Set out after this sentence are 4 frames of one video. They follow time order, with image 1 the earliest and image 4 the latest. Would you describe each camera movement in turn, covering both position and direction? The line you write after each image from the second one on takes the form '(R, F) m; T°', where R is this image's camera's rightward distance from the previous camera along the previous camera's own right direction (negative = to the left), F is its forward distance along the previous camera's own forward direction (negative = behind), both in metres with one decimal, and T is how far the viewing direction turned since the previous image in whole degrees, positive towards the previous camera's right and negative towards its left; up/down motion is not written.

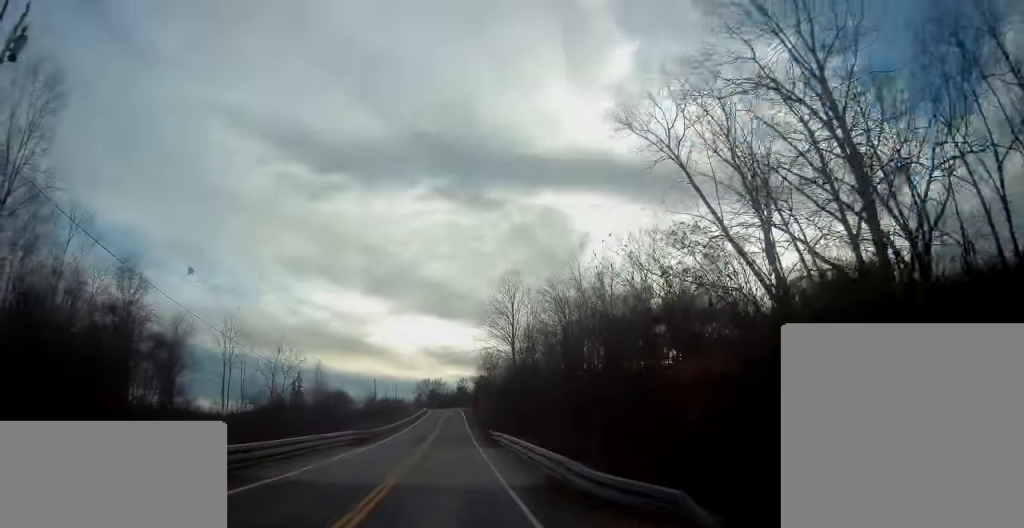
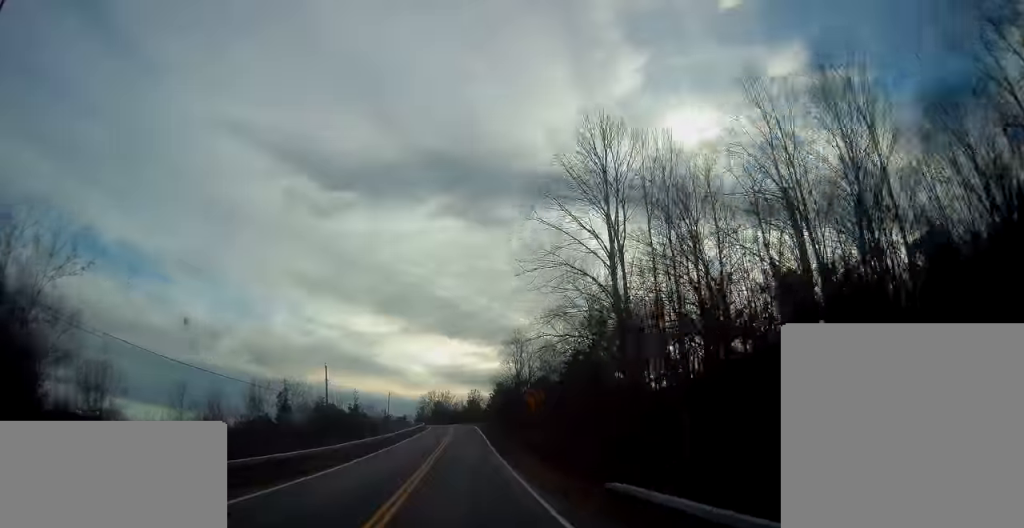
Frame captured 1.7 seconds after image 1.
(-0.2, +40.4) m; -1°
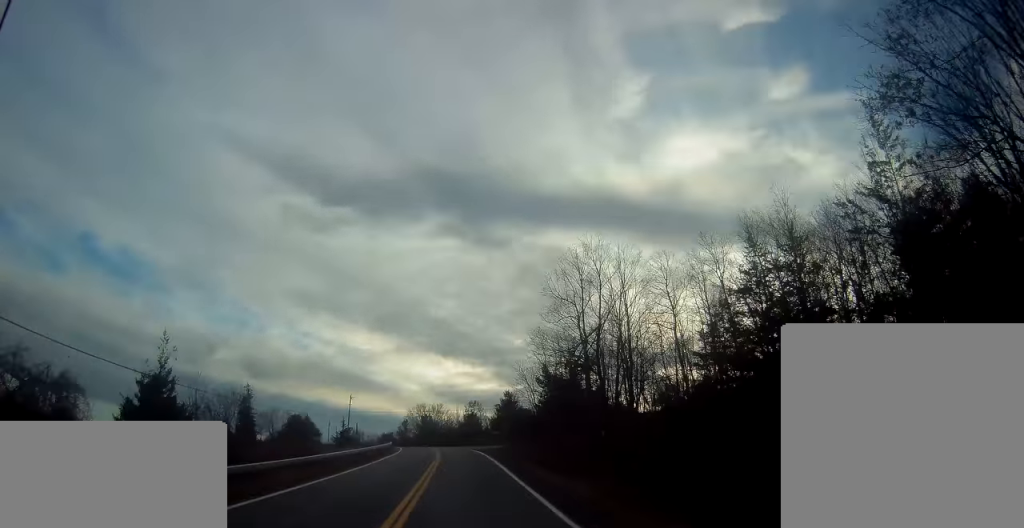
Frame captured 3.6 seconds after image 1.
(+0.4, +43.4) m; +1°
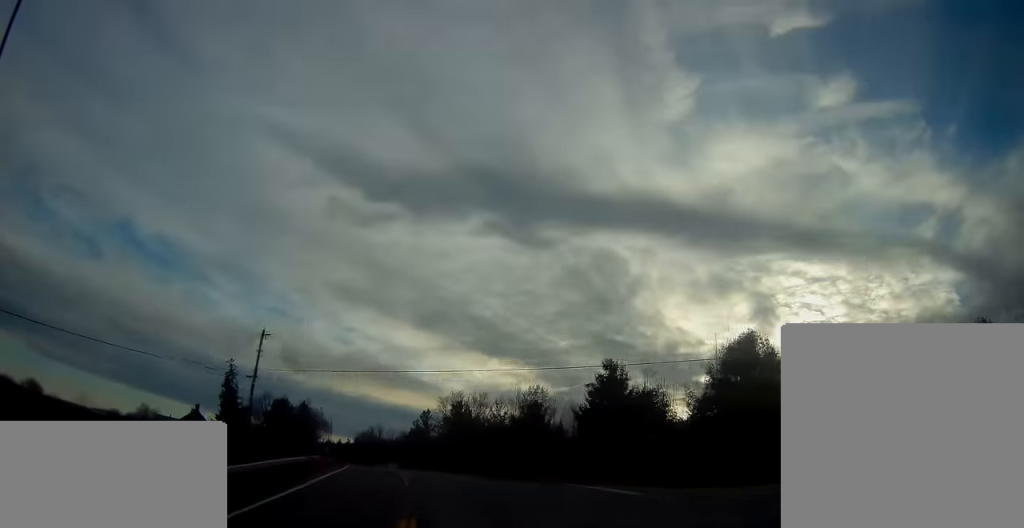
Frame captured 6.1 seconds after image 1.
(-1.6, +55.4) m; -4°
